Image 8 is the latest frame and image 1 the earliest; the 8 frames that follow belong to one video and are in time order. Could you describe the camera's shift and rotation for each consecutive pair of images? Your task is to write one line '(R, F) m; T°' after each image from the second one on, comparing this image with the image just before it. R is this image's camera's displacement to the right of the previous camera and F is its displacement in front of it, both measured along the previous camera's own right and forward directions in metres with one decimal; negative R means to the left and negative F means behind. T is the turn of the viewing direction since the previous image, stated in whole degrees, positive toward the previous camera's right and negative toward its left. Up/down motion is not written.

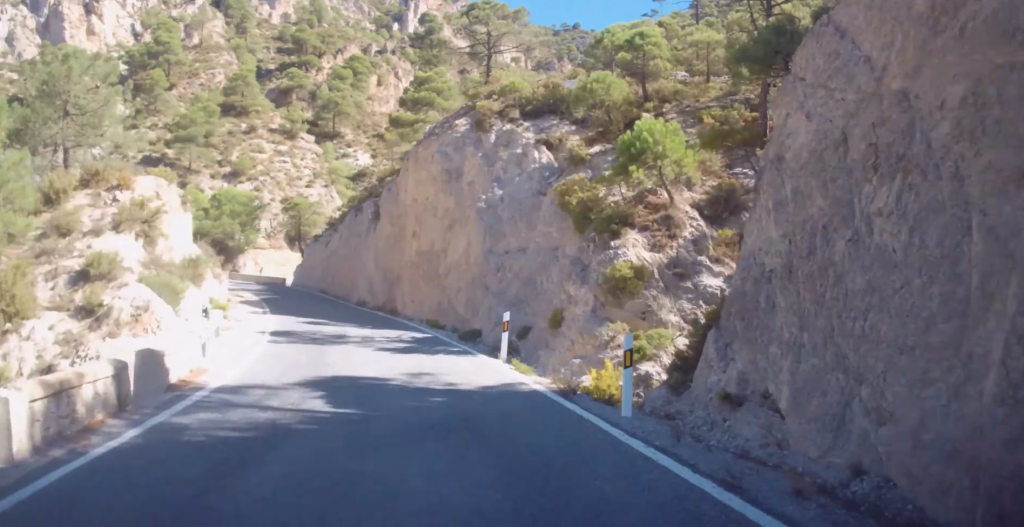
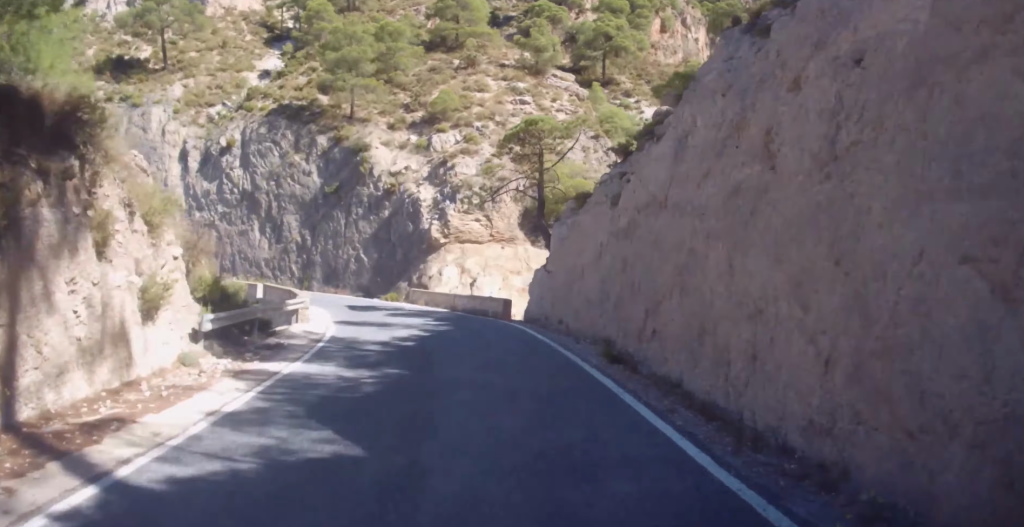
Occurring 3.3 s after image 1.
(-9.5, +23.4) m; -17°
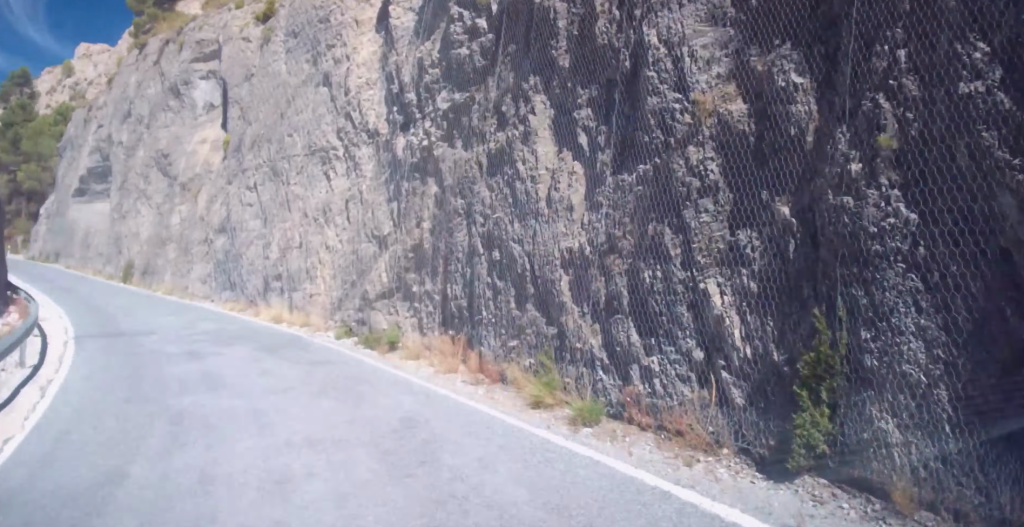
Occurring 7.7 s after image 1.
(-7.2, +34.9) m; -20°
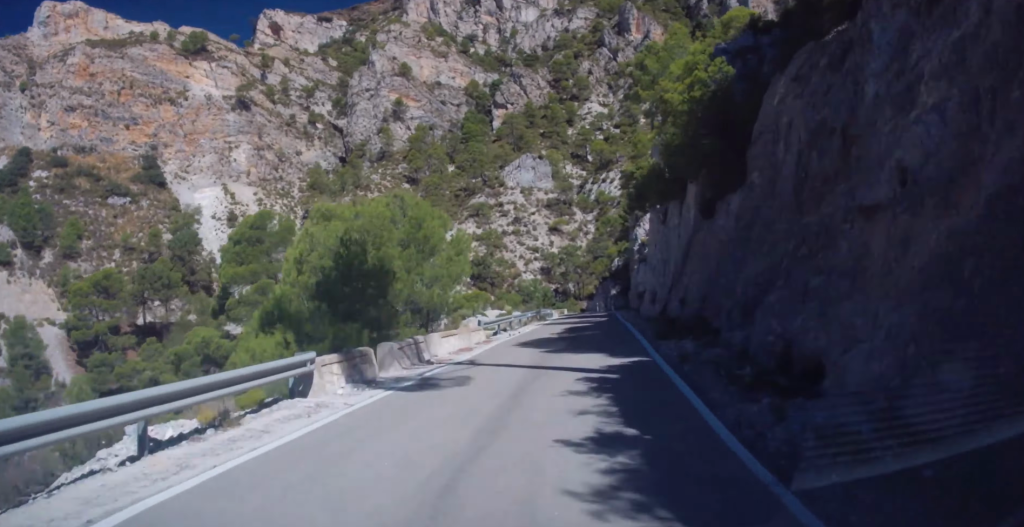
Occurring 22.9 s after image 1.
(-22.8, +108.4) m; -4°
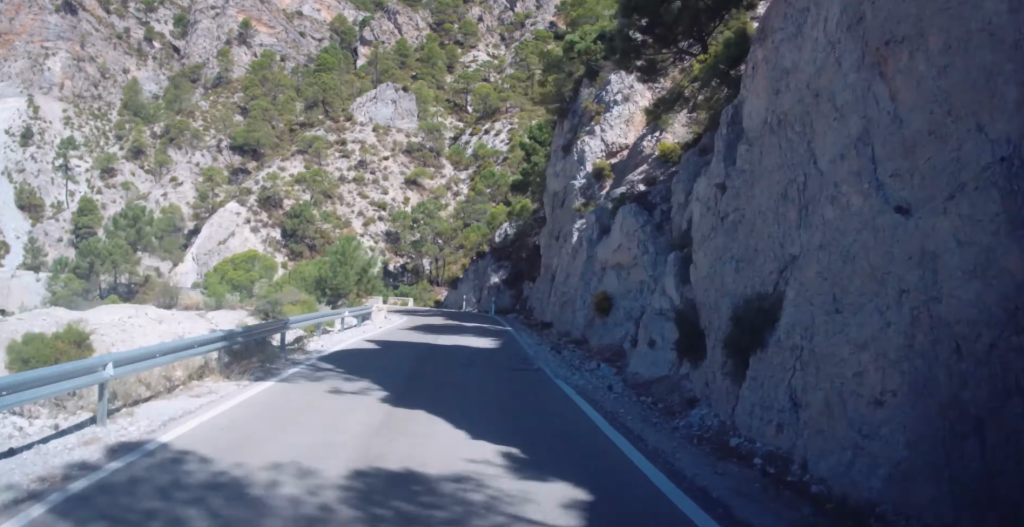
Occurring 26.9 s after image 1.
(+11.4, +31.2) m; 0°
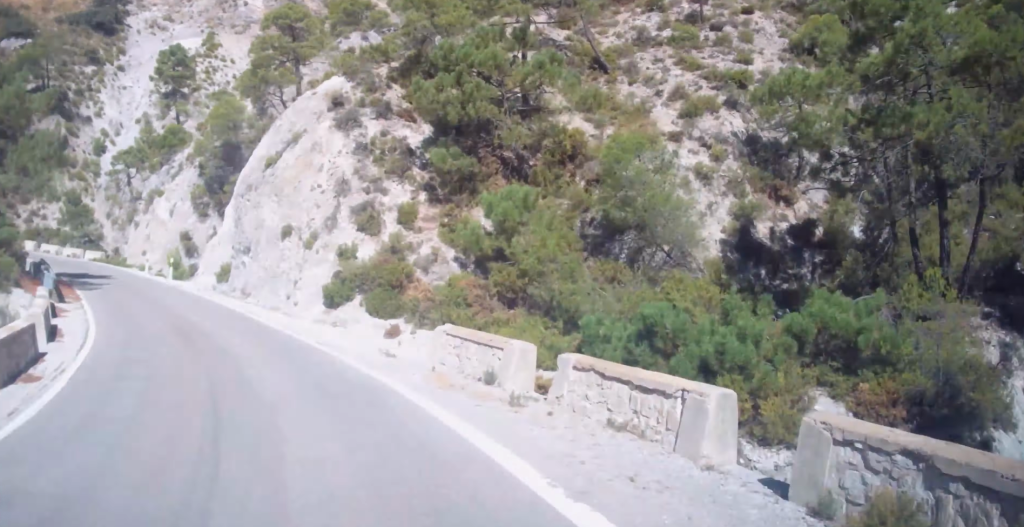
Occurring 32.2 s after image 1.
(-12.8, +45.3) m; -46°
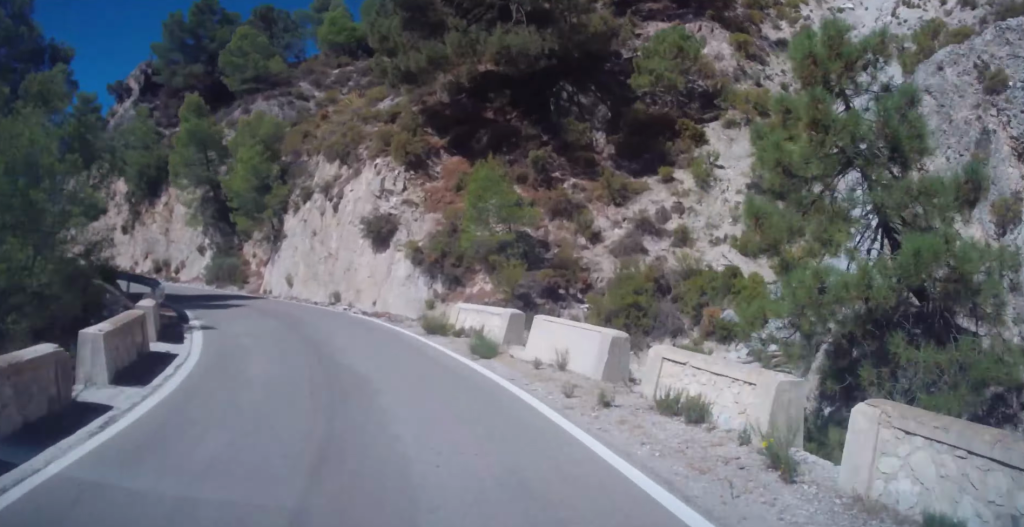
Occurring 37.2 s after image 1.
(-21.5, +33.6) m; -27°
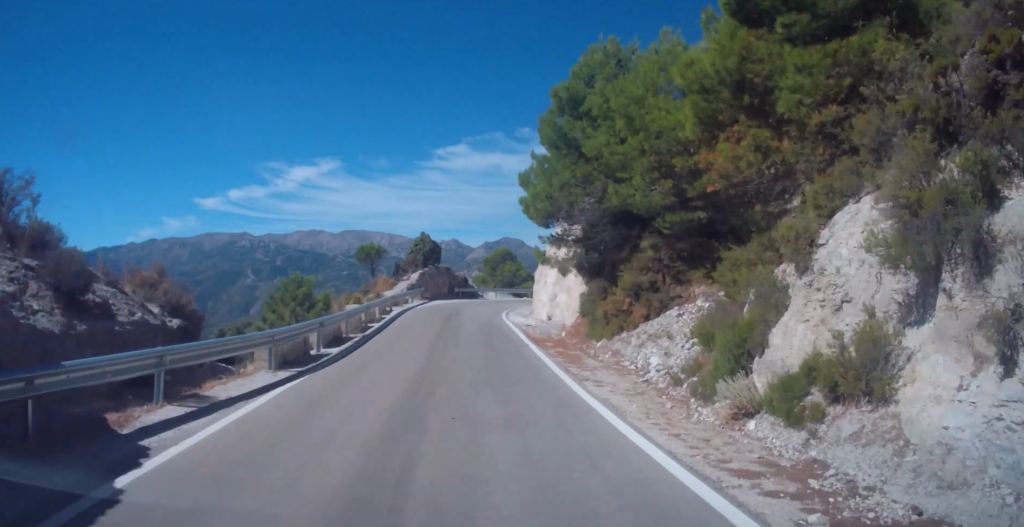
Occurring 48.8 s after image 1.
(-13.5, +106.0) m; +15°
